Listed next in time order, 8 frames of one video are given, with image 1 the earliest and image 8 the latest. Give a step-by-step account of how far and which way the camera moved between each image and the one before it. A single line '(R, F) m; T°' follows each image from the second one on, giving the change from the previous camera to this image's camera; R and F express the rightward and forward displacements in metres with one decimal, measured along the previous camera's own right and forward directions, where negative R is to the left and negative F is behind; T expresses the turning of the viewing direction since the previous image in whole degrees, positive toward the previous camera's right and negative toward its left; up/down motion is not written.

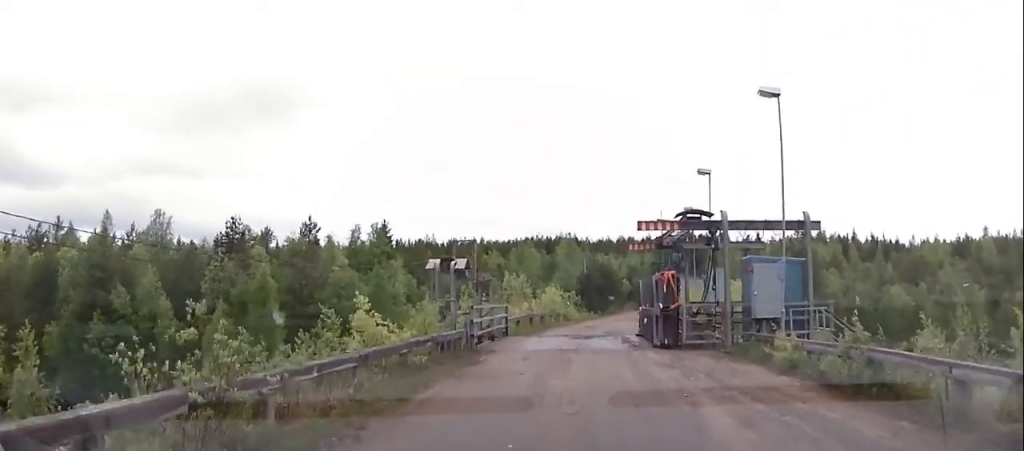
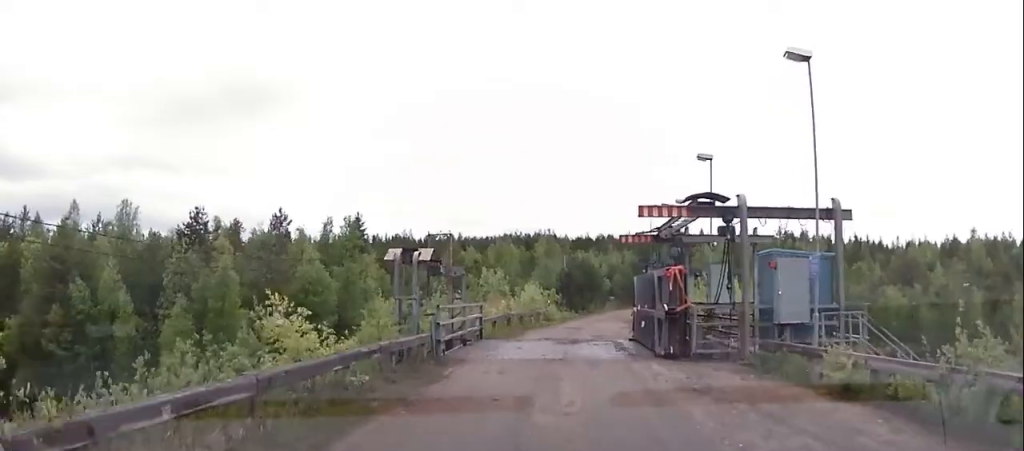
(-0.1, +3.1) m; -4°
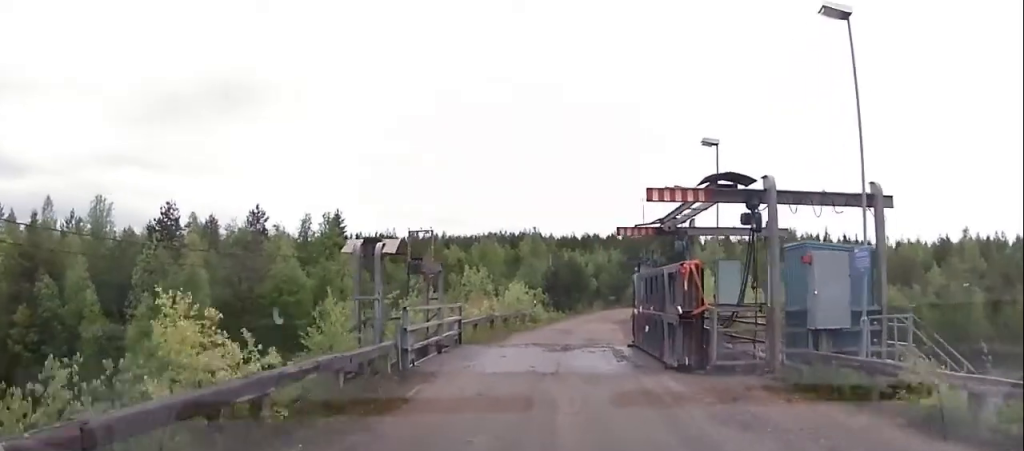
(0.0, +2.5) m; -4°
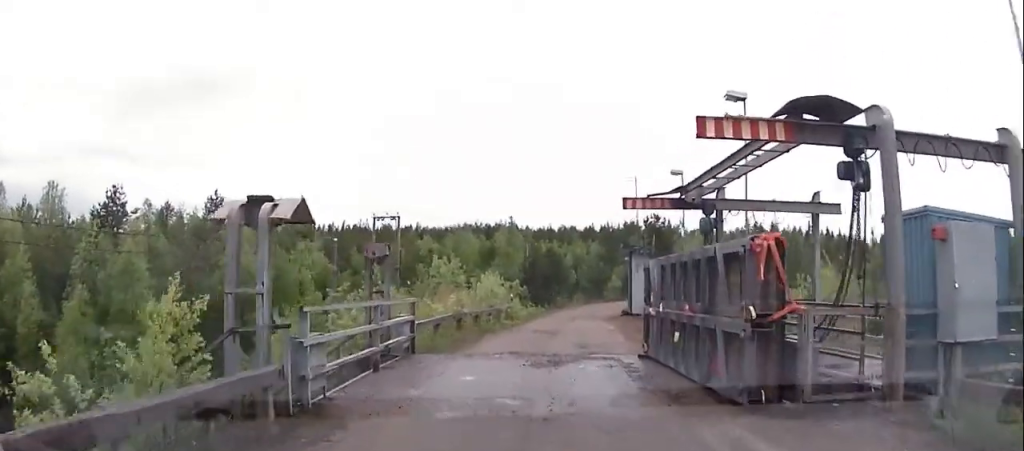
(-0.4, +4.7) m; 0°
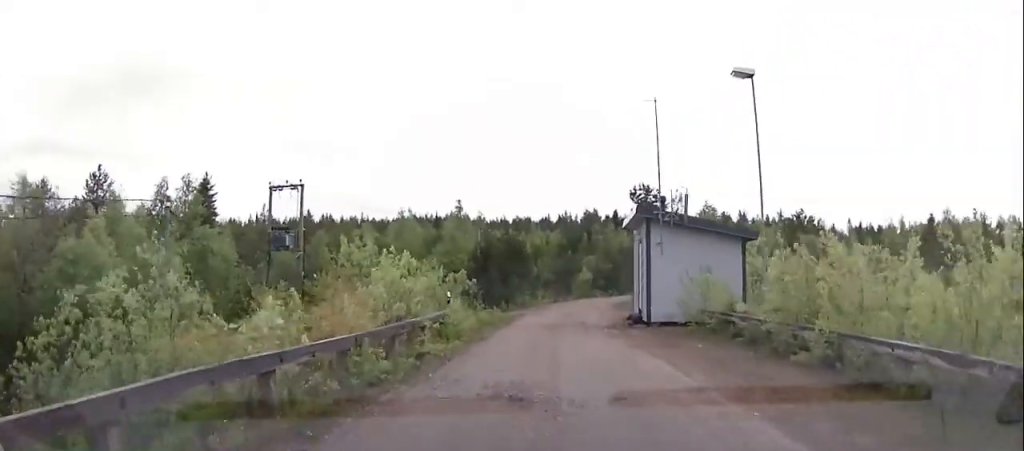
(+1.2, +11.9) m; +13°
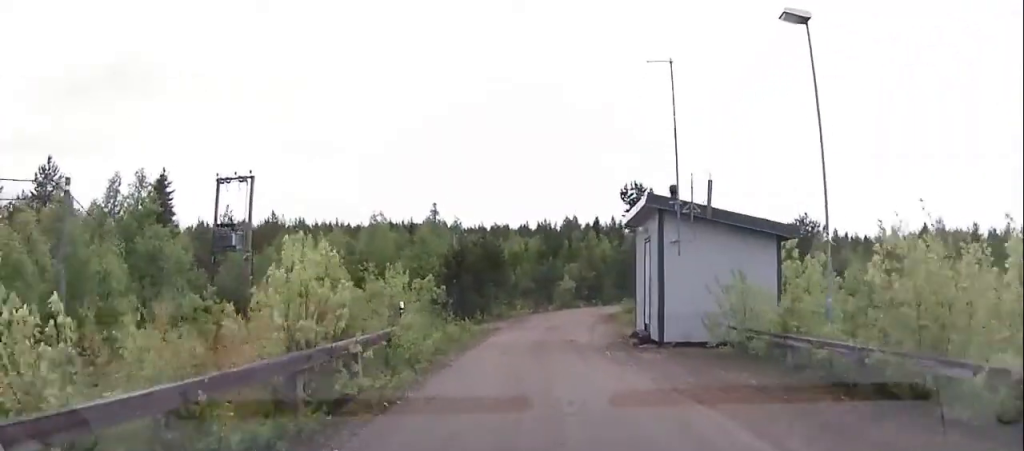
(+0.3, +4.4) m; +3°
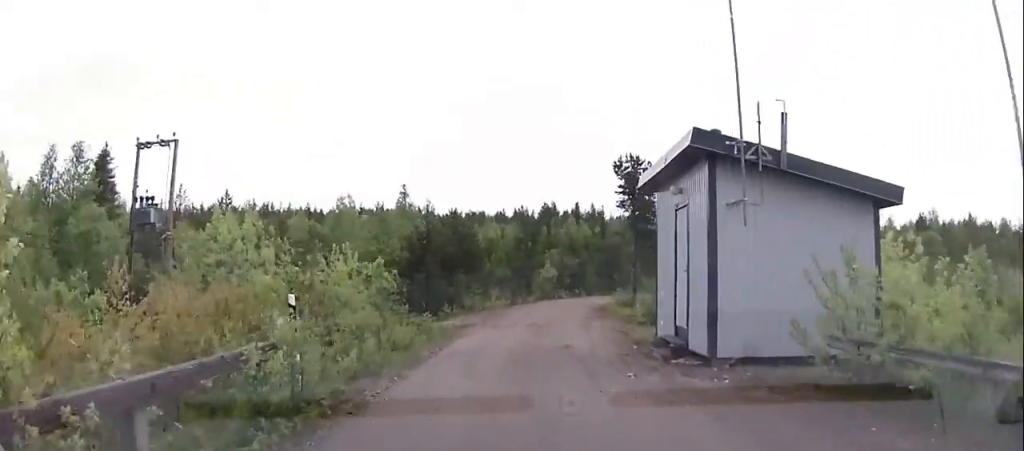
(+0.2, +6.1) m; +2°
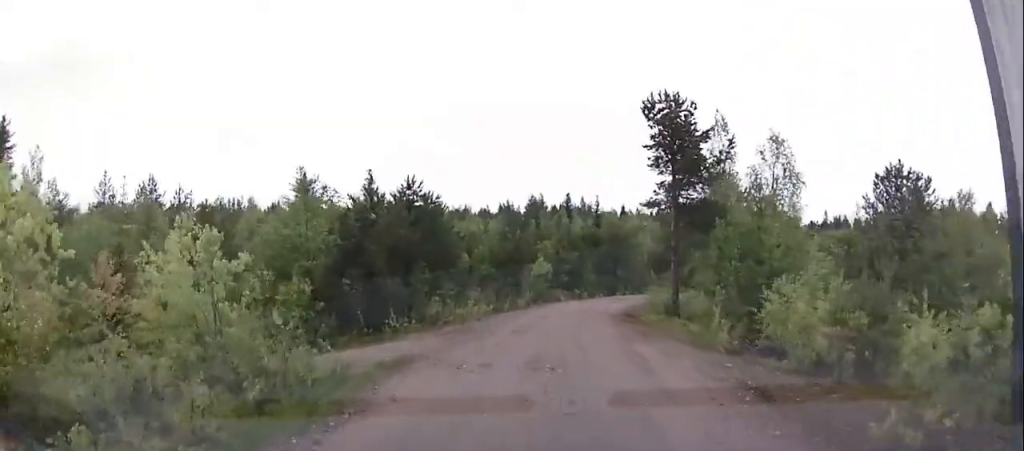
(+0.2, +11.1) m; +3°
